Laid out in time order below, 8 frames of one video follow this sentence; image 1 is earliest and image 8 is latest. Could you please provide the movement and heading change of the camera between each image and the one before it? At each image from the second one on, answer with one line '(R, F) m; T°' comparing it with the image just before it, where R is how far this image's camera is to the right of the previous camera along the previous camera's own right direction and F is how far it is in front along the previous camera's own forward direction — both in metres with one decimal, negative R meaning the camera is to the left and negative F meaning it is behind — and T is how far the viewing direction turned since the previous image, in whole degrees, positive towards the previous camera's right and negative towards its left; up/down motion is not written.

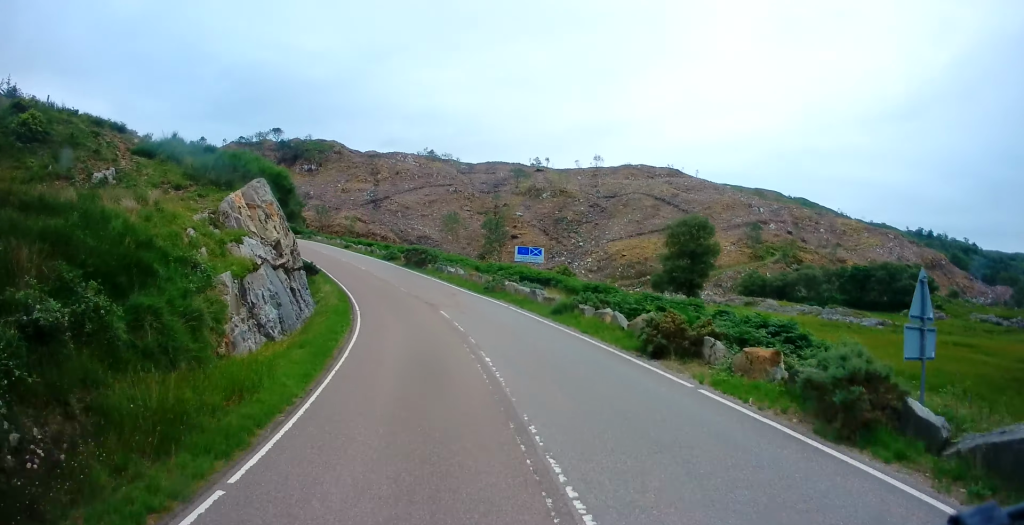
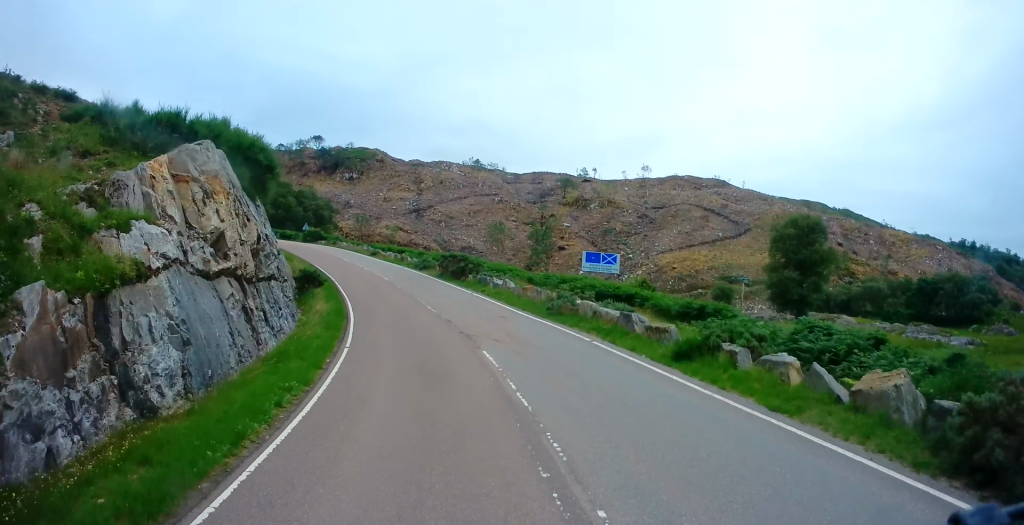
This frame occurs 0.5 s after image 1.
(-0.6, +9.1) m; -4°
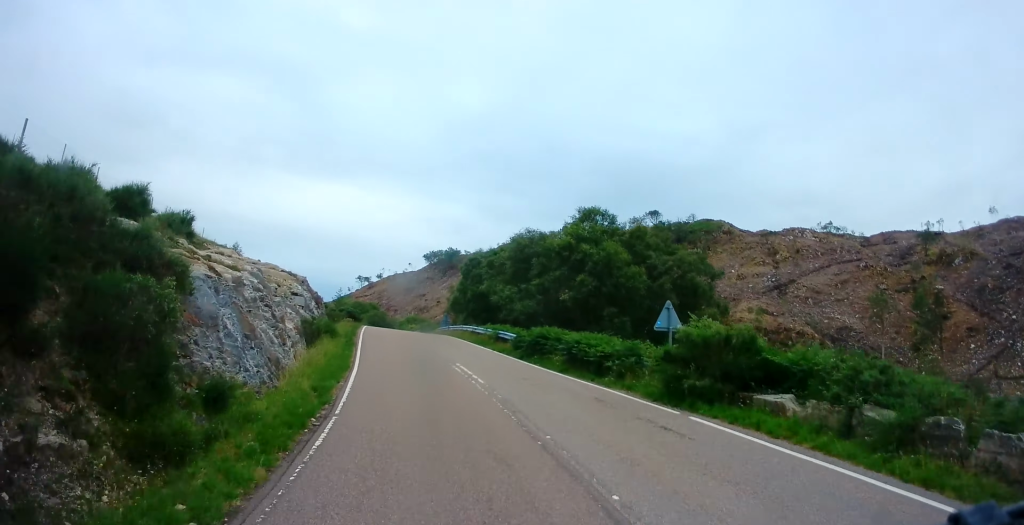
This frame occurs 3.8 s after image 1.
(-14.5, +52.9) m; -33°
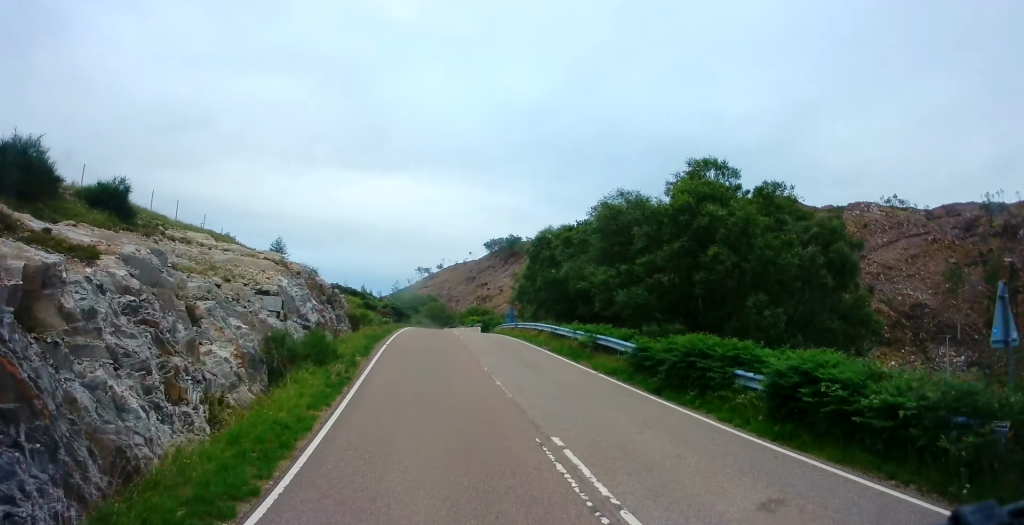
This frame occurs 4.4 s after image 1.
(-0.7, +10.7) m; -6°
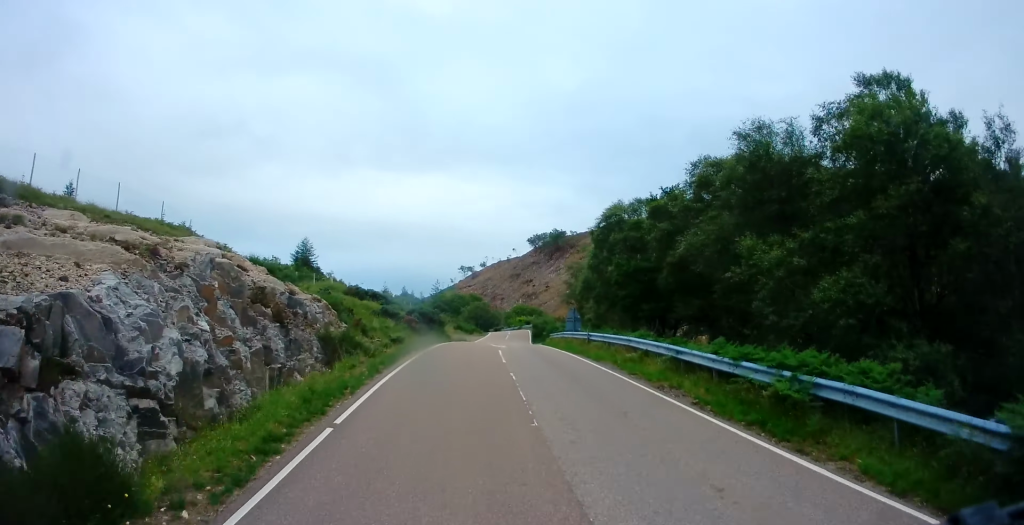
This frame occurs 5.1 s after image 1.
(-0.6, +11.7) m; -5°
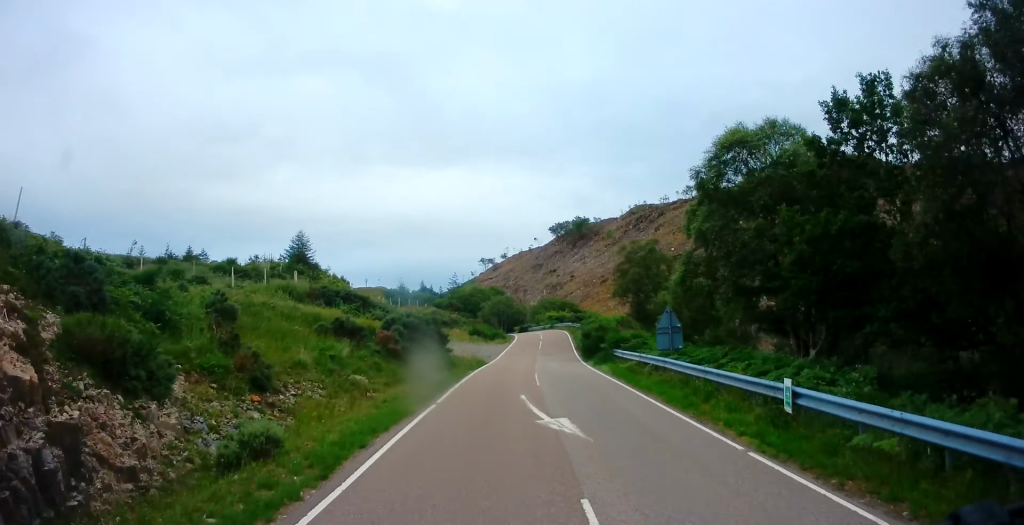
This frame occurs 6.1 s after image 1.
(-0.6, +17.0) m; -3°
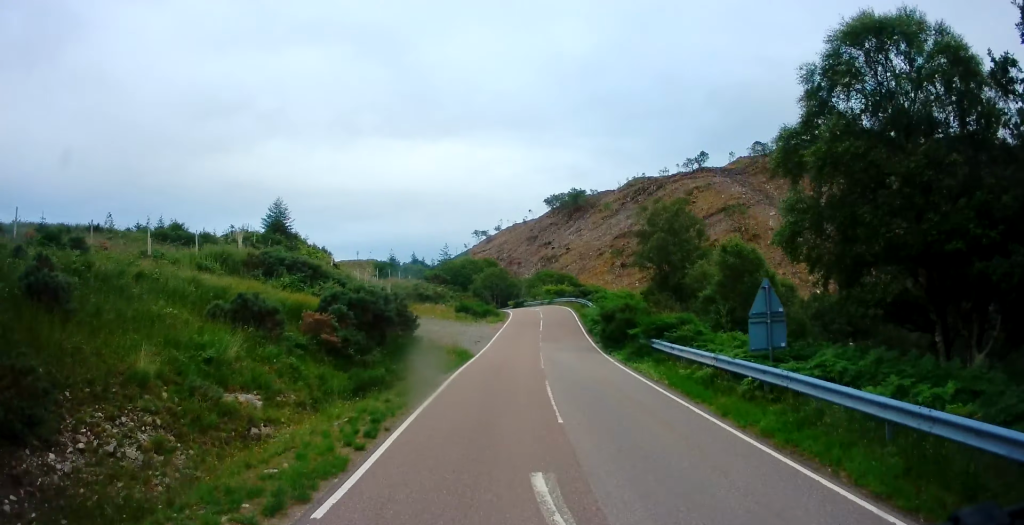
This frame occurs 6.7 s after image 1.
(-0.1, +8.7) m; 0°
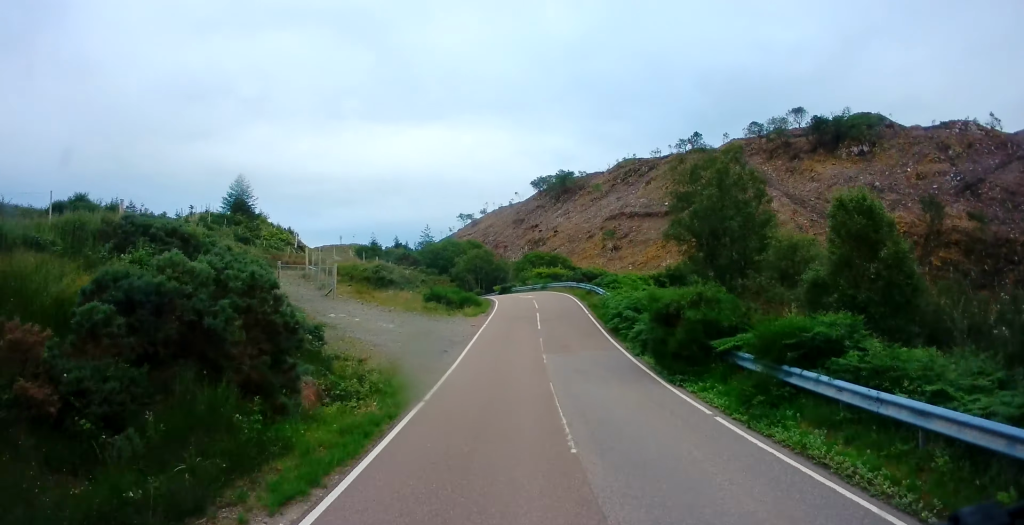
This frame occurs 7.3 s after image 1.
(0.0, +11.0) m; +1°
